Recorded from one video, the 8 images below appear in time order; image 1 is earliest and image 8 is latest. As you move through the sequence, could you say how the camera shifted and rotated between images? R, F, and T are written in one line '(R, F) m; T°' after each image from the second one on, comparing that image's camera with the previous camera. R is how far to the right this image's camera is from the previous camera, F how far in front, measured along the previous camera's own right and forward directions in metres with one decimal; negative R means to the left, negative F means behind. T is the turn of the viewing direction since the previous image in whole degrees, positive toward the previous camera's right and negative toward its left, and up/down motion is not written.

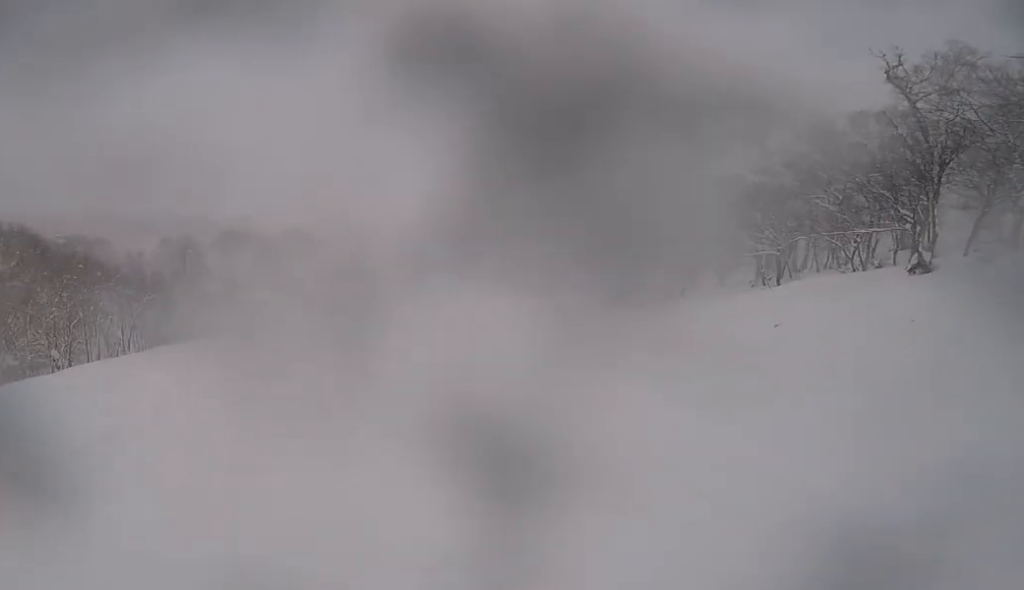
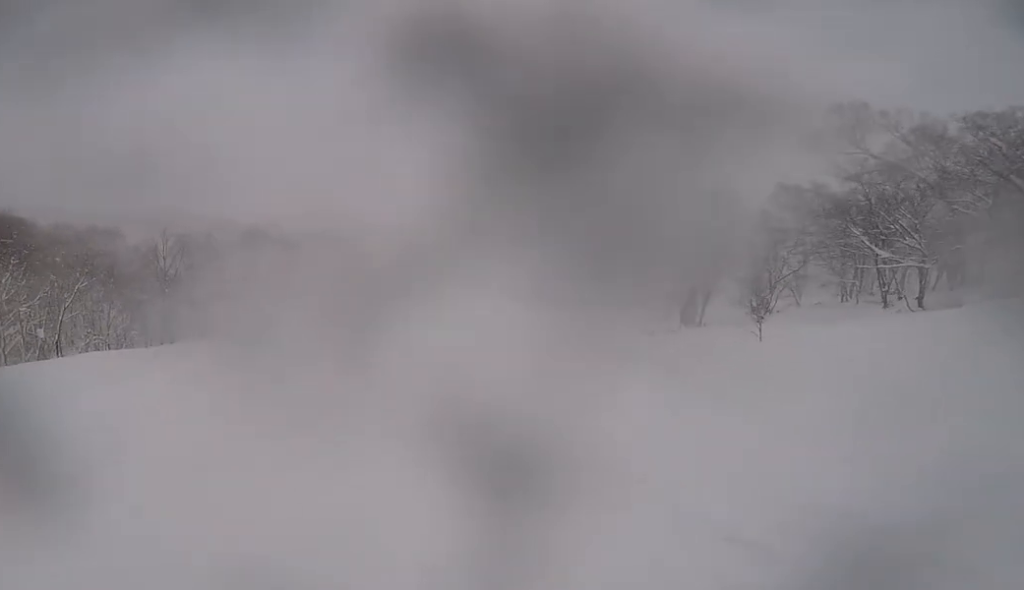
(+0.2, +6.4) m; +4°
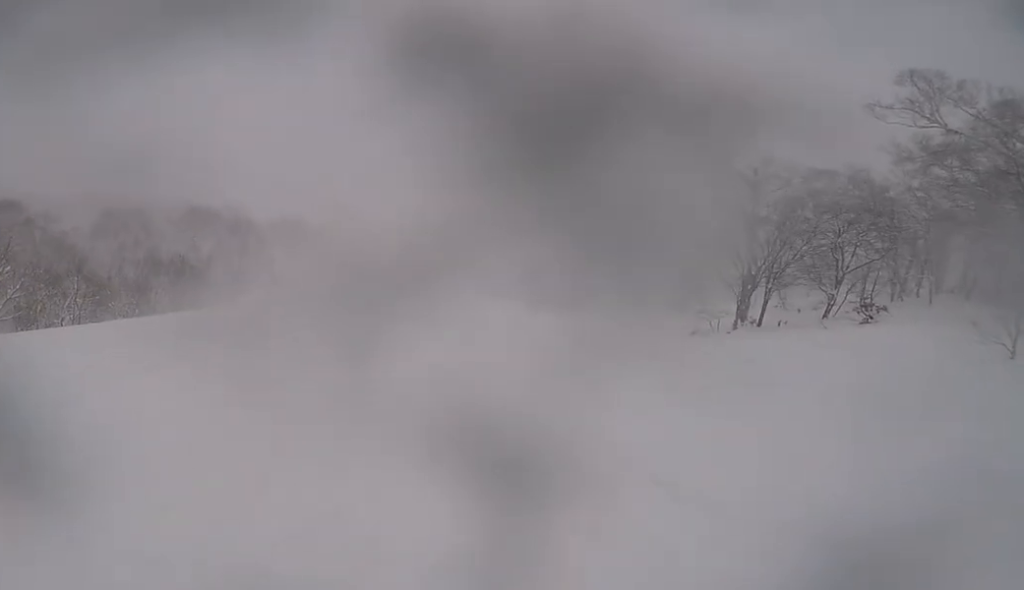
(+0.4, +10.2) m; -2°
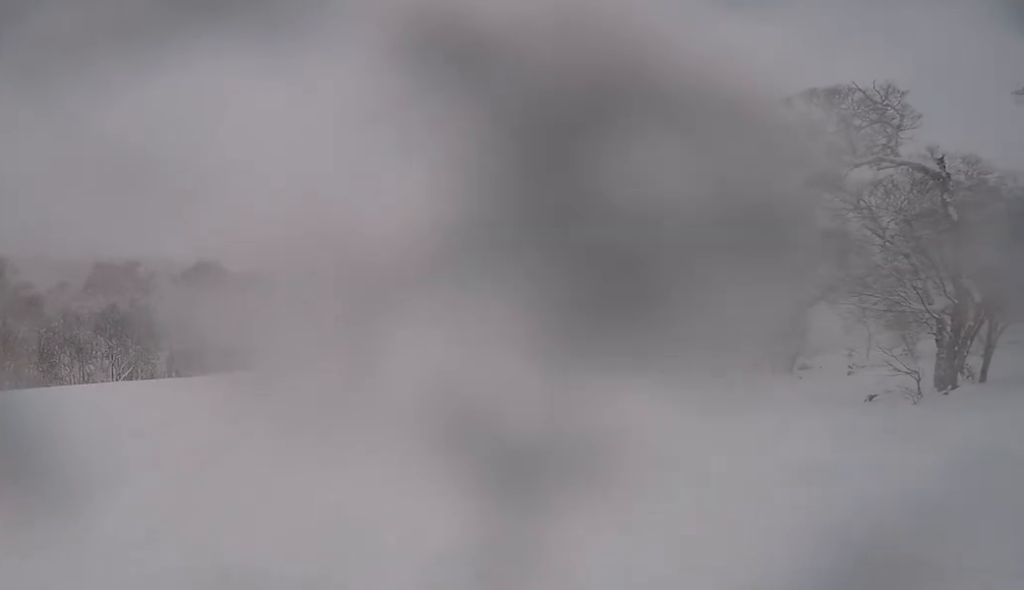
(-0.7, +9.9) m; -7°
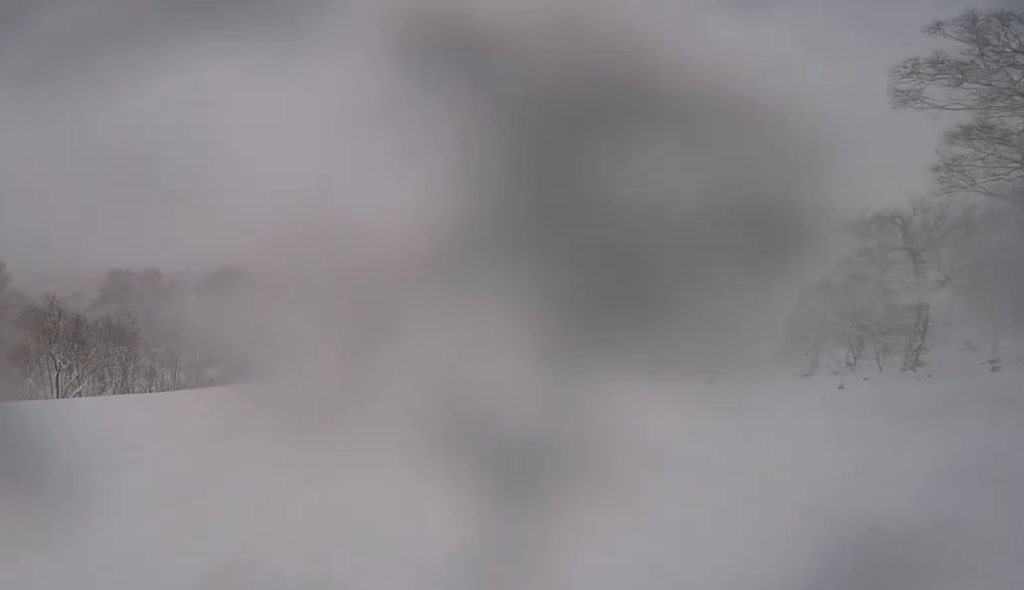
(-0.3, +5.7) m; -2°
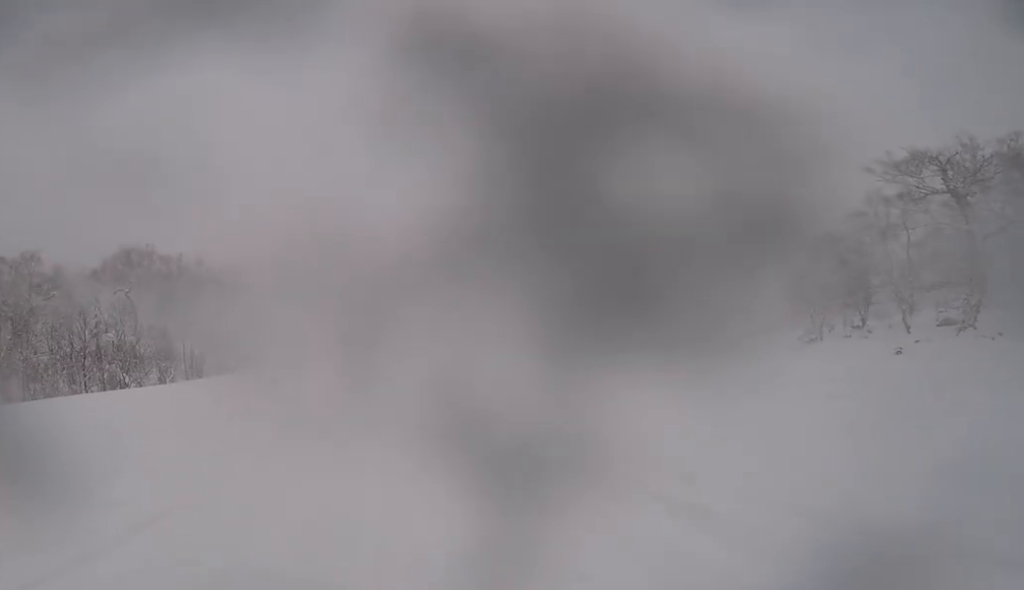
(-0.1, +9.0) m; +7°
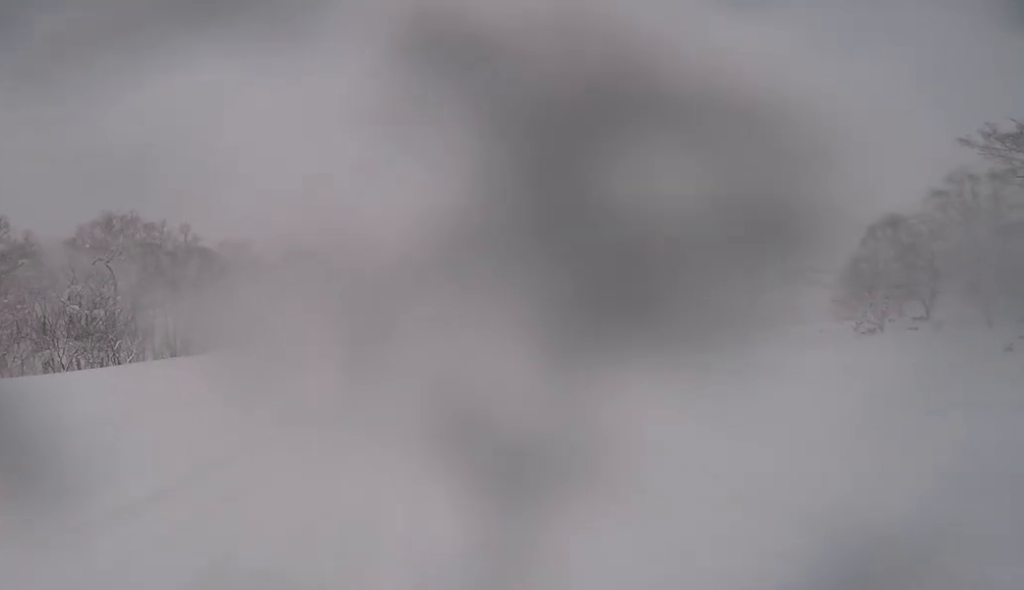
(+0.6, +4.7) m; +1°
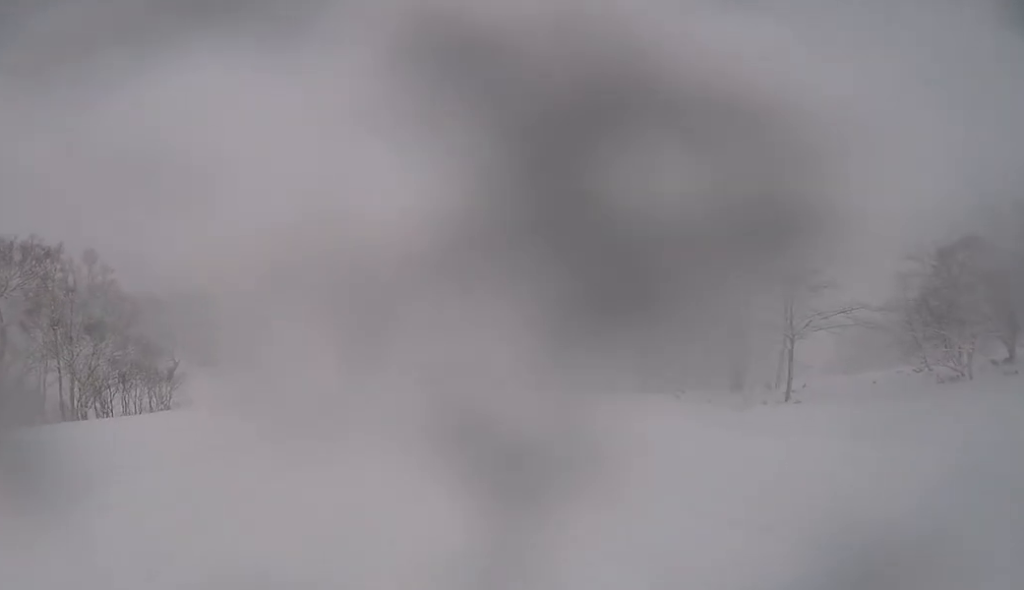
(-0.2, +9.5) m; -3°
